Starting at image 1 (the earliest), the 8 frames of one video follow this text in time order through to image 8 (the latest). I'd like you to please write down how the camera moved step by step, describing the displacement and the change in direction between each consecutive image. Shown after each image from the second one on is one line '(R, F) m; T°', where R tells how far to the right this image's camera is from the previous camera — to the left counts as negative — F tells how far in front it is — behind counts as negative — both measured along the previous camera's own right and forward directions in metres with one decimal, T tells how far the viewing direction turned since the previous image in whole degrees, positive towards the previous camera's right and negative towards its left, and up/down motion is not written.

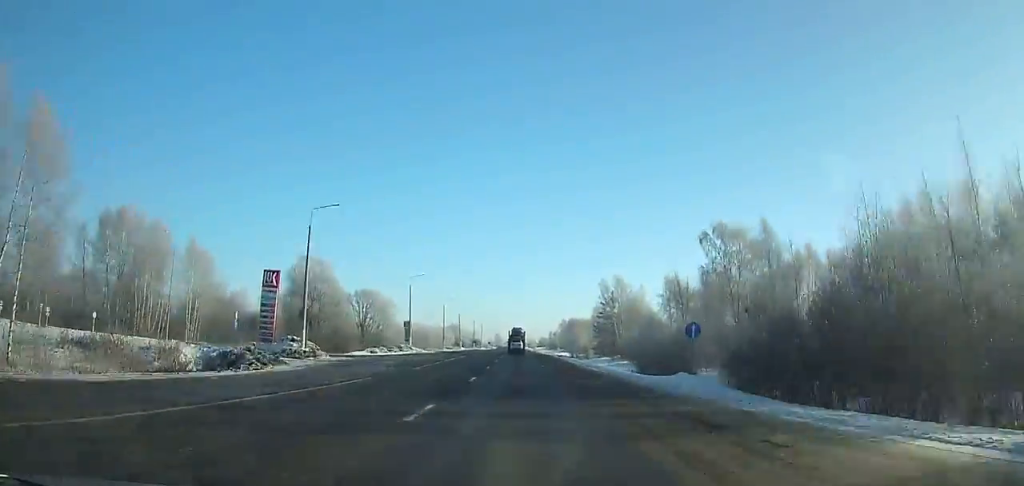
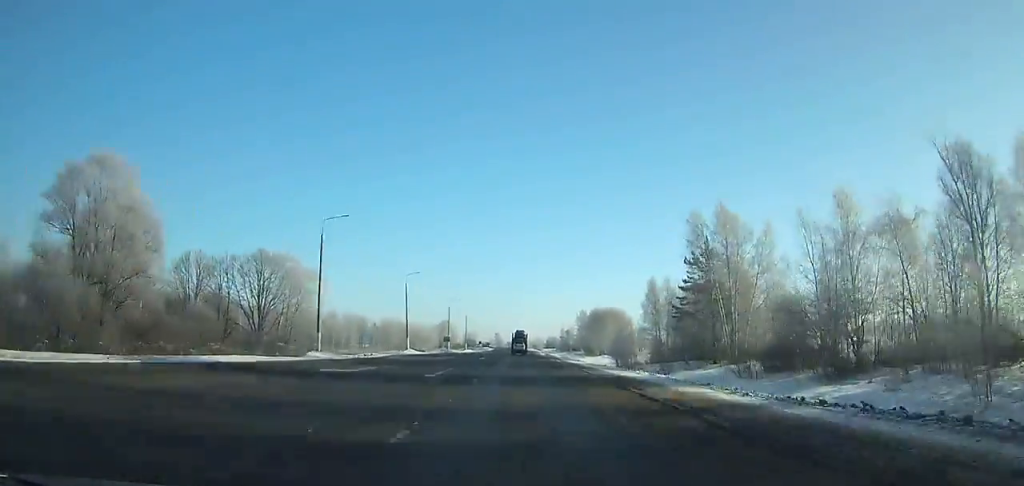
(-0.4, +75.1) m; 0°
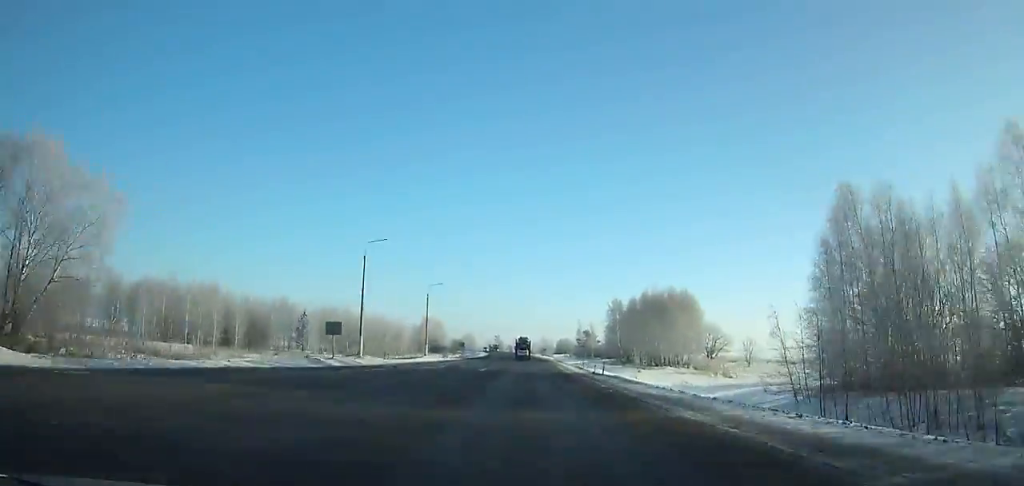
(+0.1, +67.1) m; 0°
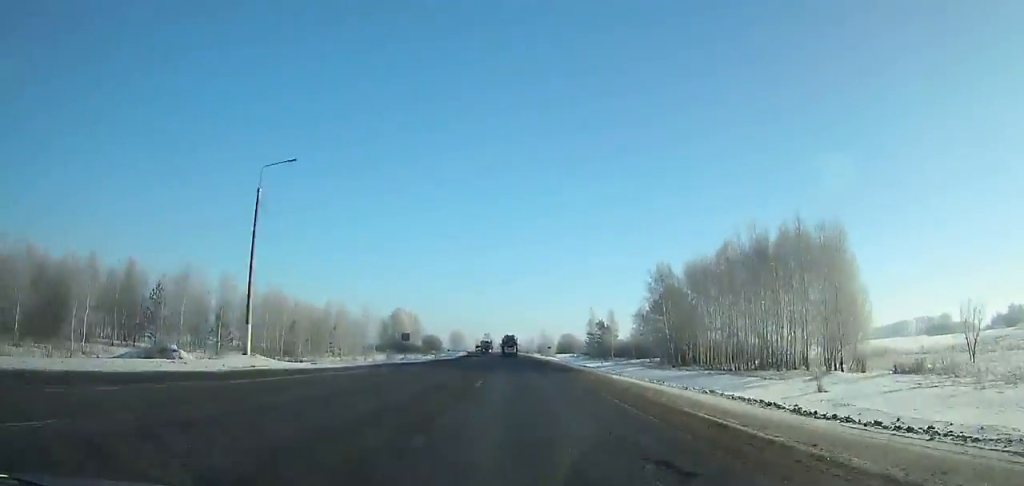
(+0.1, +52.9) m; -1°
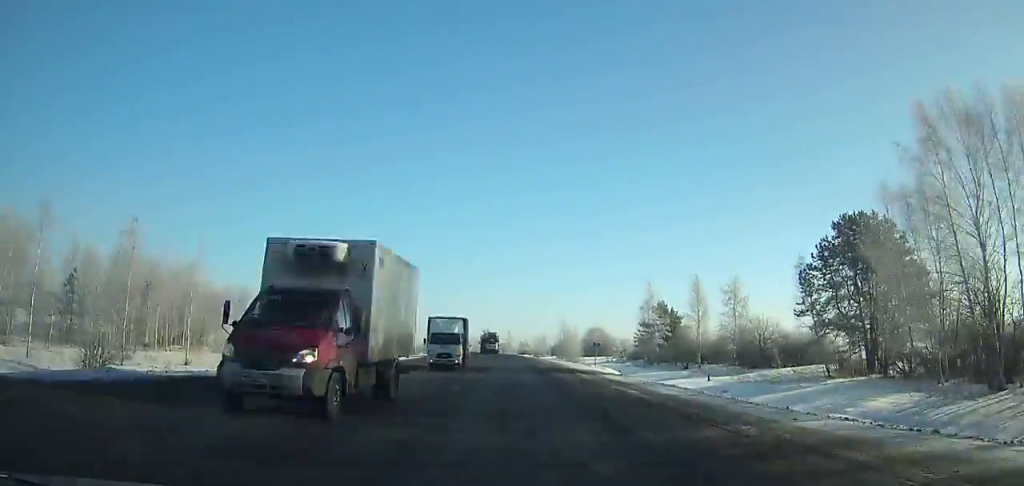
(-0.7, +63.9) m; -2°
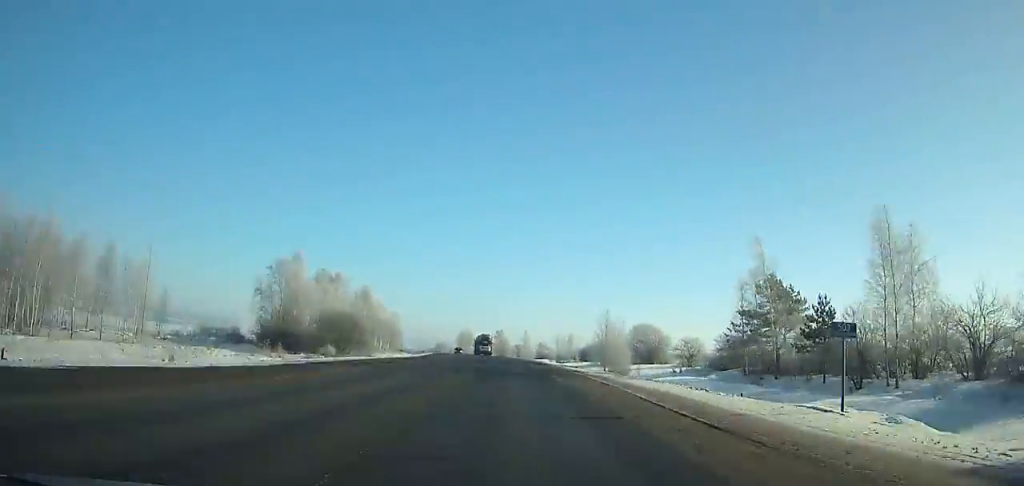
(-0.3, +38.6) m; -2°
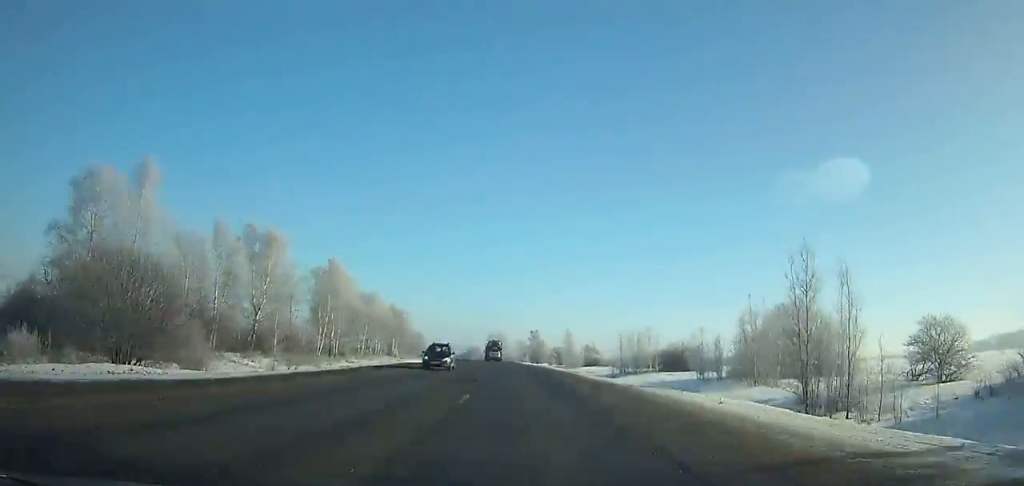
(-1.2, +47.7) m; -2°
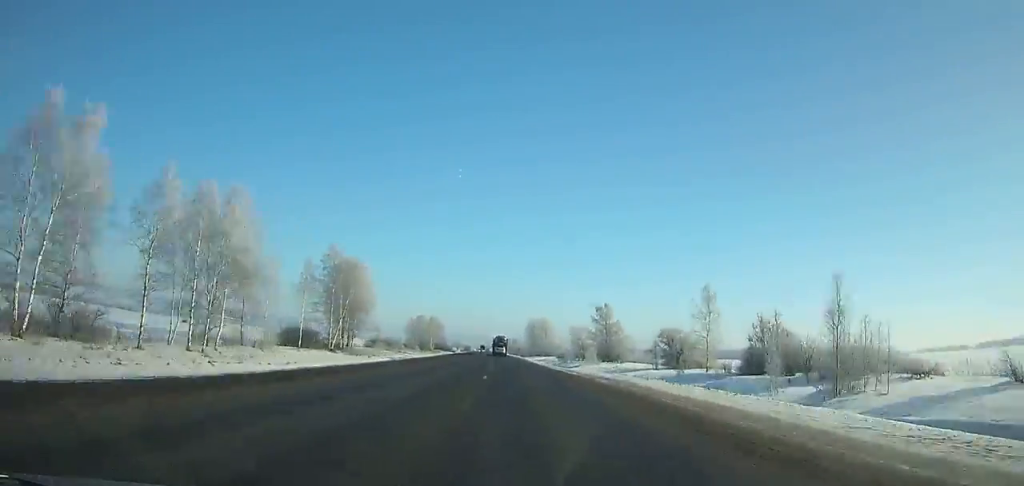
(-3.3, +98.9) m; -4°
